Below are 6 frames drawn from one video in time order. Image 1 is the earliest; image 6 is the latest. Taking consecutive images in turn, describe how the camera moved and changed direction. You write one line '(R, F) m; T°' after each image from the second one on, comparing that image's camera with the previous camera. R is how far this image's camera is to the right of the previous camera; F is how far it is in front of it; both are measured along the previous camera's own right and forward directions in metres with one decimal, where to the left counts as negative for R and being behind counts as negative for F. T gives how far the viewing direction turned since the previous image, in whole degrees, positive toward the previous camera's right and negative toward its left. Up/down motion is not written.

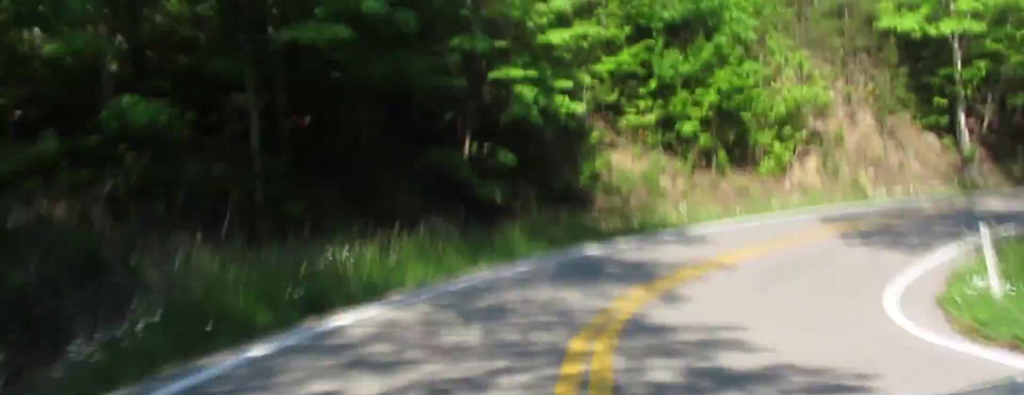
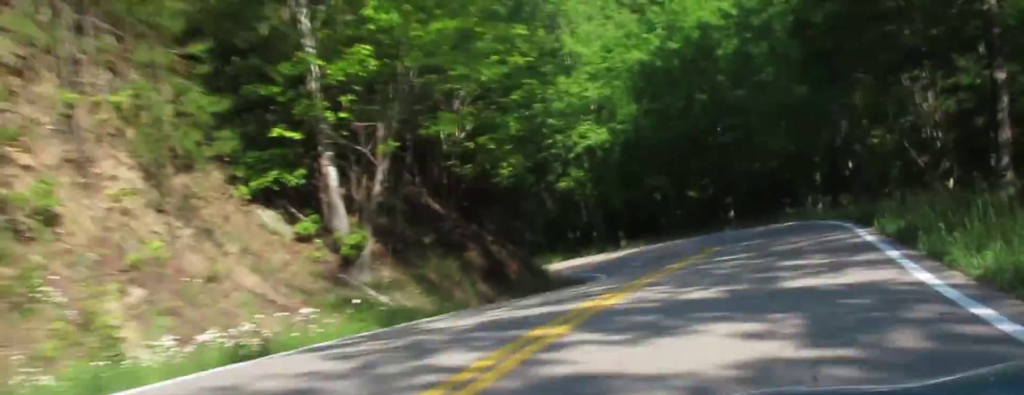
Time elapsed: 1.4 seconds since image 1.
(-2.6, +31.6) m; -13°
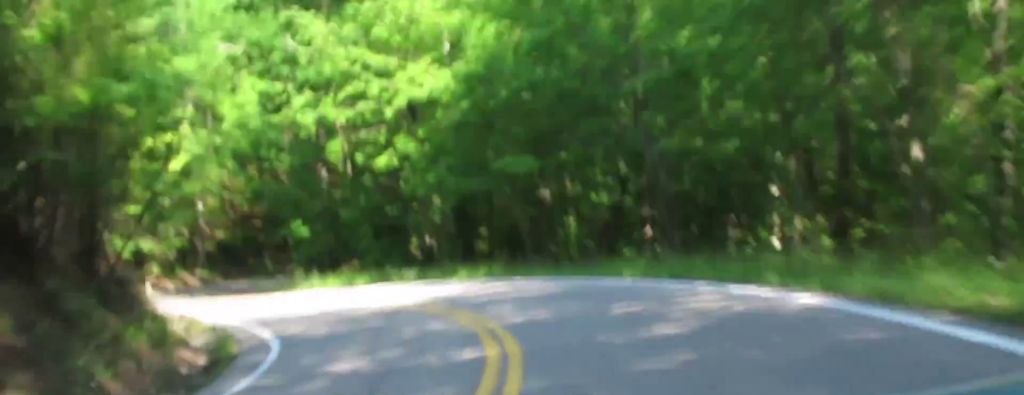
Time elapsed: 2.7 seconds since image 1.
(-1.3, +24.2) m; -1°
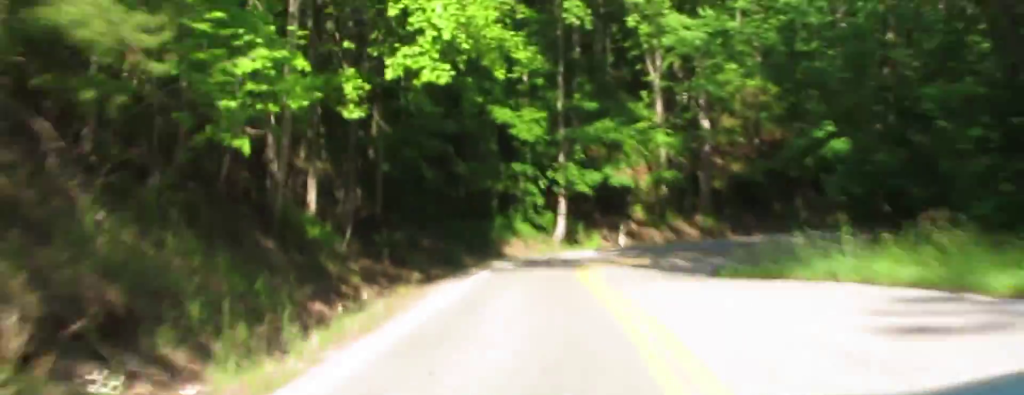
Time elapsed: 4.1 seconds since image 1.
(+1.1, +20.1) m; +7°
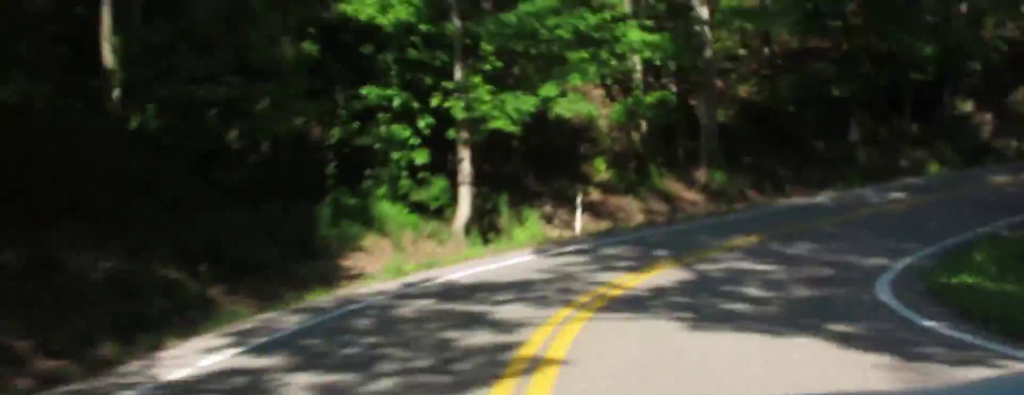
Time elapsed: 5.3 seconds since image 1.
(+0.7, +16.6) m; +9°
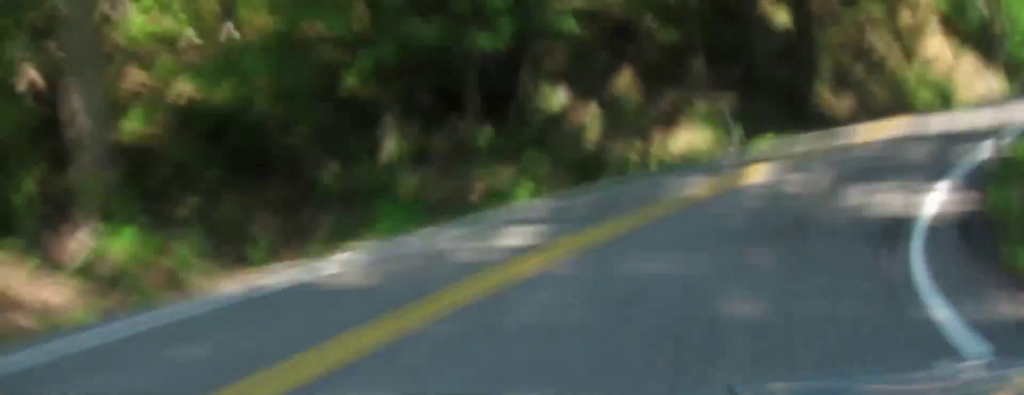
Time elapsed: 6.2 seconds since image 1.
(+1.3, +14.7) m; +13°
